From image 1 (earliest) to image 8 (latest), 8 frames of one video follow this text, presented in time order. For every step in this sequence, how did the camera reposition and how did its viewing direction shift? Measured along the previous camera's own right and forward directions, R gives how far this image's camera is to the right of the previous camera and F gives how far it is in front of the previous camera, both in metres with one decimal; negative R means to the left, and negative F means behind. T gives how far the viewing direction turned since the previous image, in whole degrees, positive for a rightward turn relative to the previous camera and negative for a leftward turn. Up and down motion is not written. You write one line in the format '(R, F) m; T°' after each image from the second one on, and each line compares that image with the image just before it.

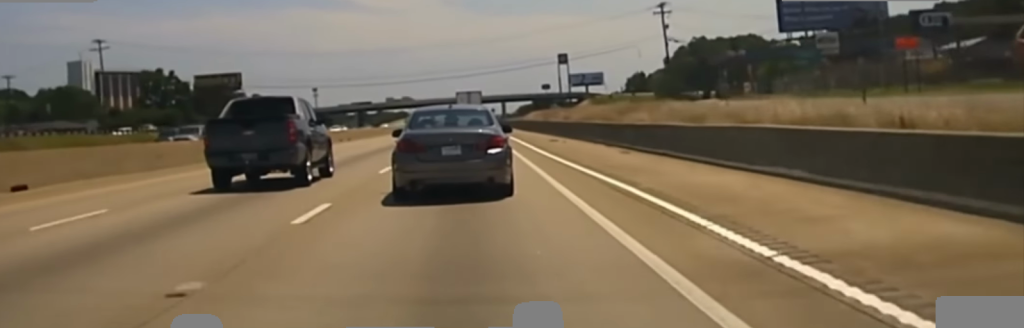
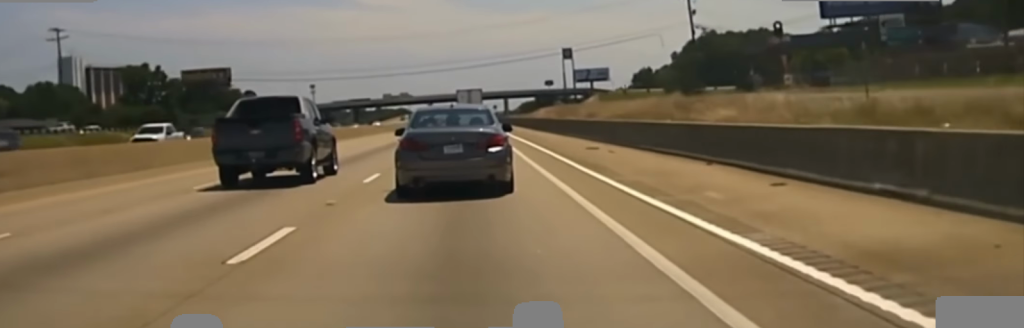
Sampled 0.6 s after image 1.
(0.0, +12.8) m; 0°
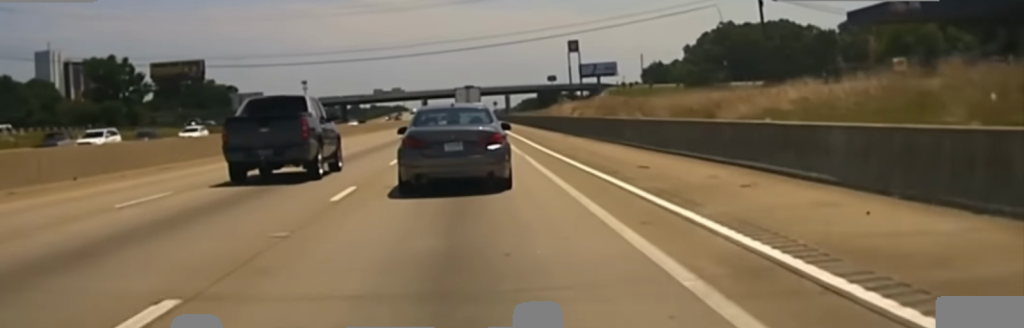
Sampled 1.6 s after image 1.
(-0.1, +22.6) m; -1°
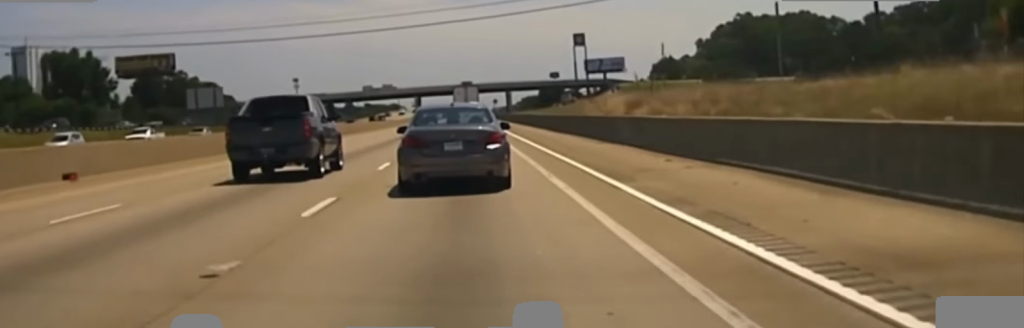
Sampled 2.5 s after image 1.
(-0.1, +21.8) m; +1°
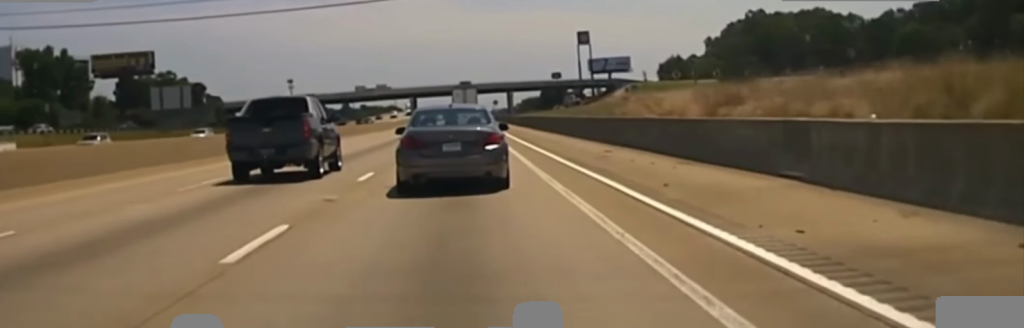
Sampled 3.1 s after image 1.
(+0.3, +16.2) m; +1°
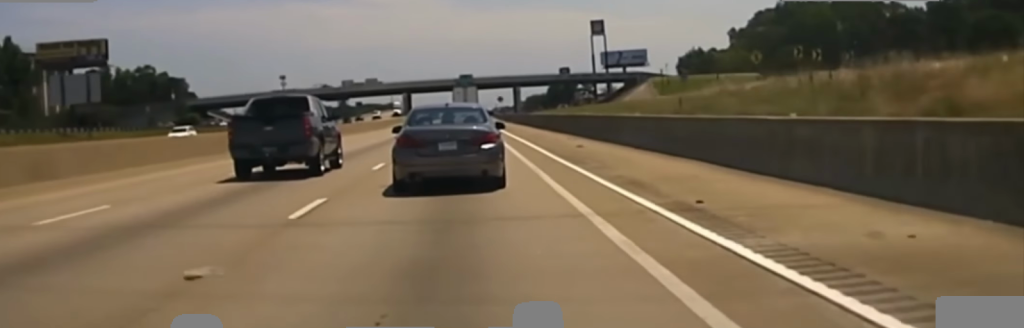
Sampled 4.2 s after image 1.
(+0.1, +30.6) m; 0°
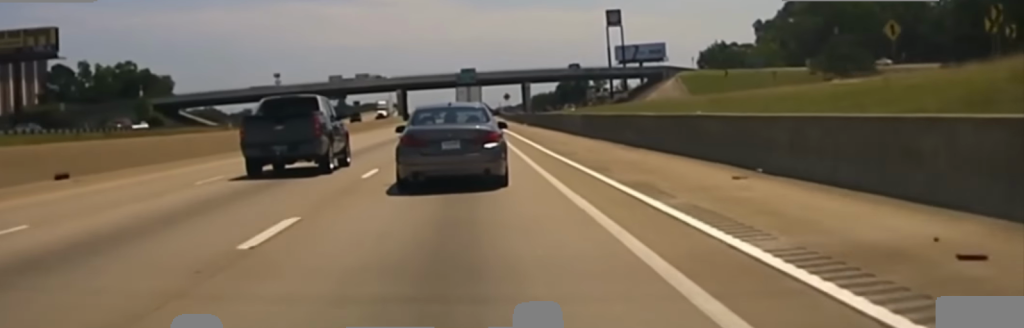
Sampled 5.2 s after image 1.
(-0.2, +27.8) m; -1°
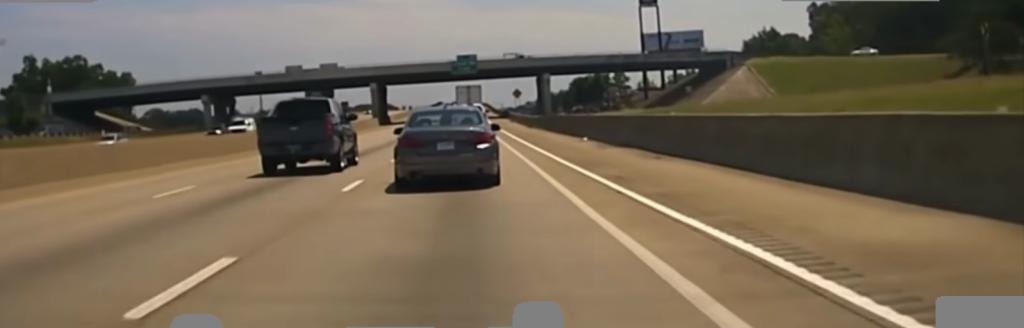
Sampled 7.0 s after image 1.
(-0.6, +52.0) m; -1°
